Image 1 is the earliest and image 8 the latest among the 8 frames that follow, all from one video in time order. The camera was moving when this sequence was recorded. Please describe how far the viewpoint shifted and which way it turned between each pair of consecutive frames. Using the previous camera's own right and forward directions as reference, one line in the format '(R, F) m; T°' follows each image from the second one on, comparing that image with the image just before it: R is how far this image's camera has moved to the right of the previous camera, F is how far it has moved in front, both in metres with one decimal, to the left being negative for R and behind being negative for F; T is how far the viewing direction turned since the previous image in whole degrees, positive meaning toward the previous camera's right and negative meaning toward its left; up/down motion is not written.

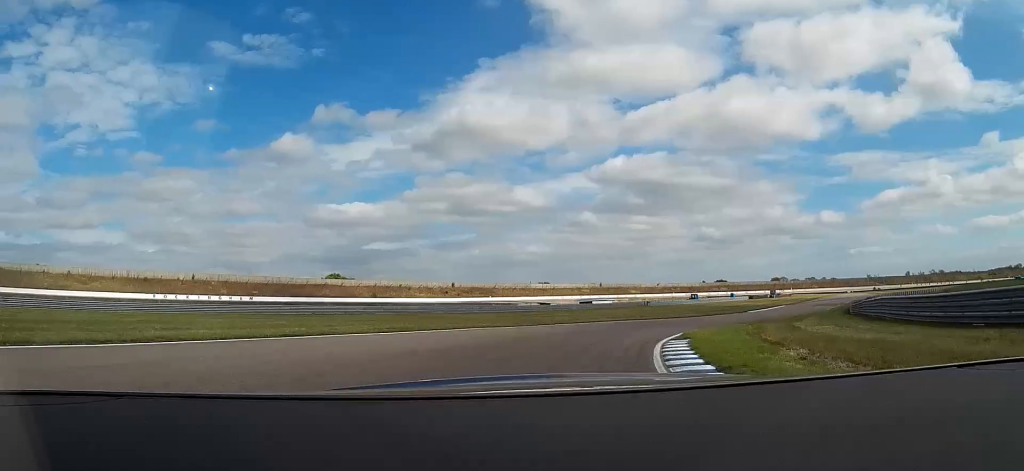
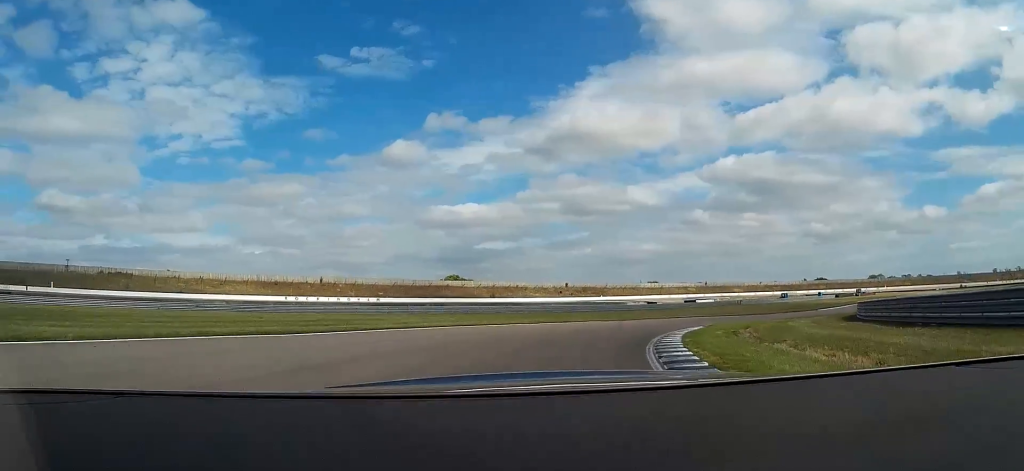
(-1.8, +15.7) m; -12°
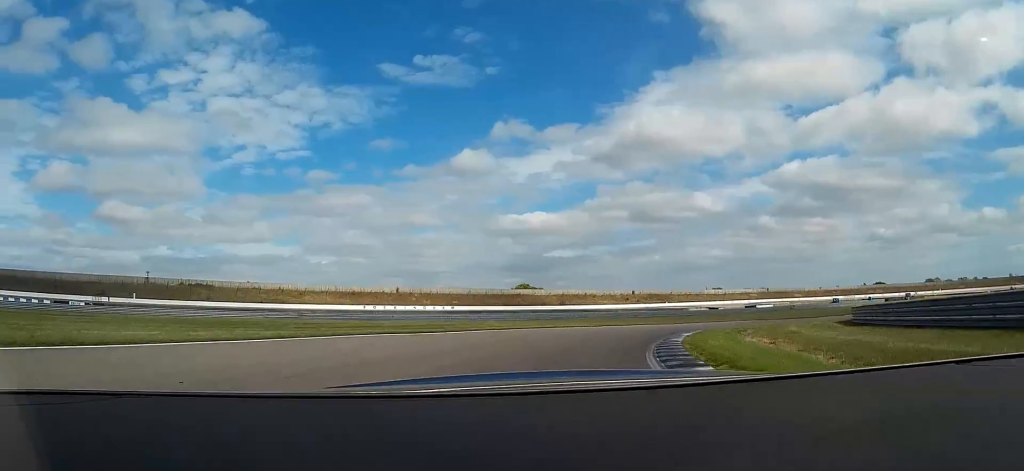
(-0.5, +9.7) m; -7°
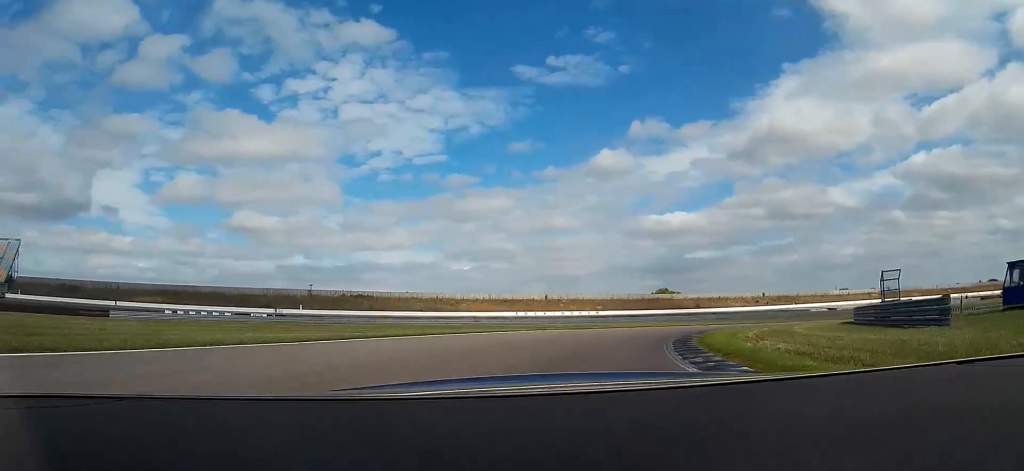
(-2.5, +19.4) m; -14°
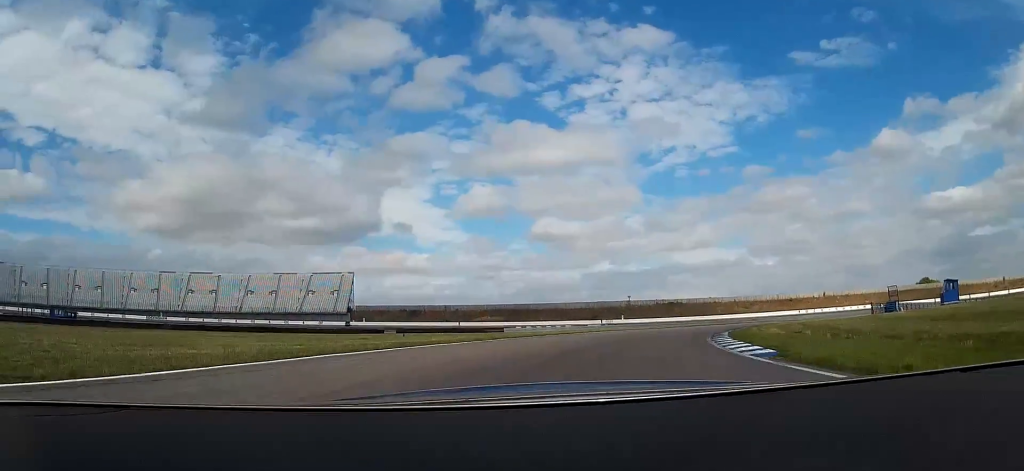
(-11.6, +42.3) m; -28°
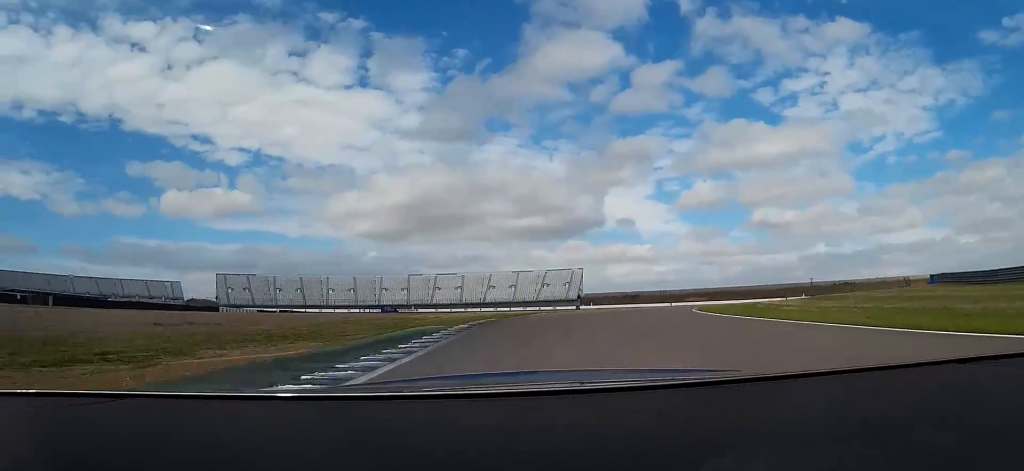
(-8.7, +50.7) m; -17°
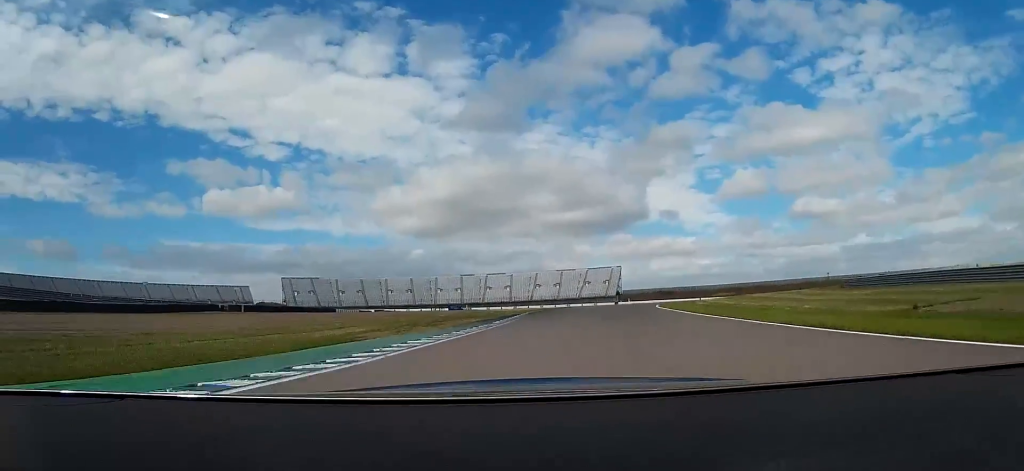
(-1.4, +32.2) m; -3°
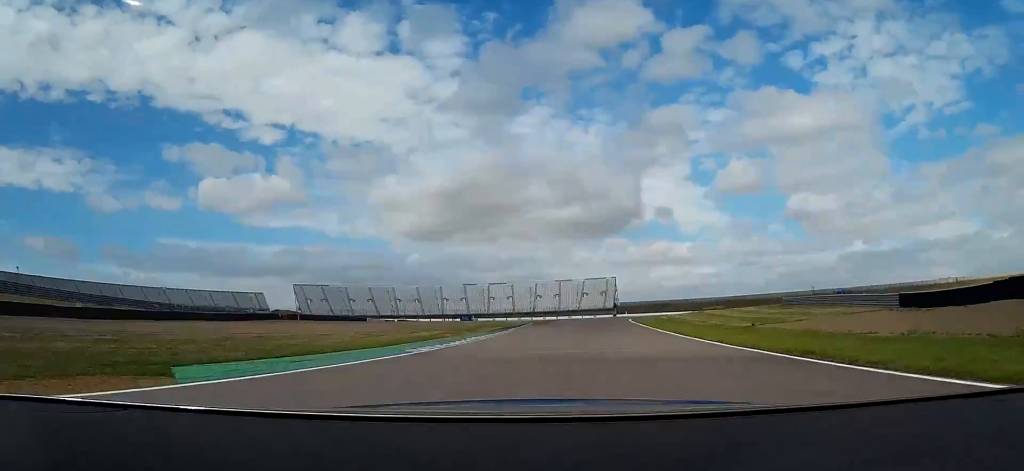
(-0.1, +20.5) m; 0°
